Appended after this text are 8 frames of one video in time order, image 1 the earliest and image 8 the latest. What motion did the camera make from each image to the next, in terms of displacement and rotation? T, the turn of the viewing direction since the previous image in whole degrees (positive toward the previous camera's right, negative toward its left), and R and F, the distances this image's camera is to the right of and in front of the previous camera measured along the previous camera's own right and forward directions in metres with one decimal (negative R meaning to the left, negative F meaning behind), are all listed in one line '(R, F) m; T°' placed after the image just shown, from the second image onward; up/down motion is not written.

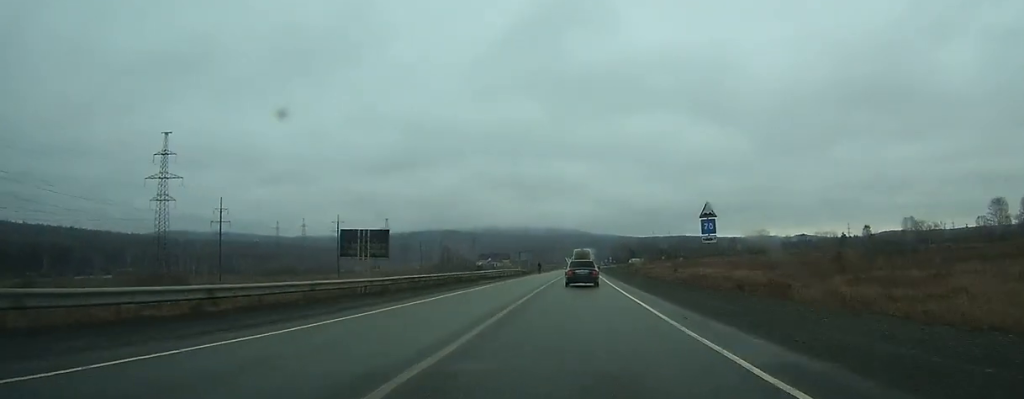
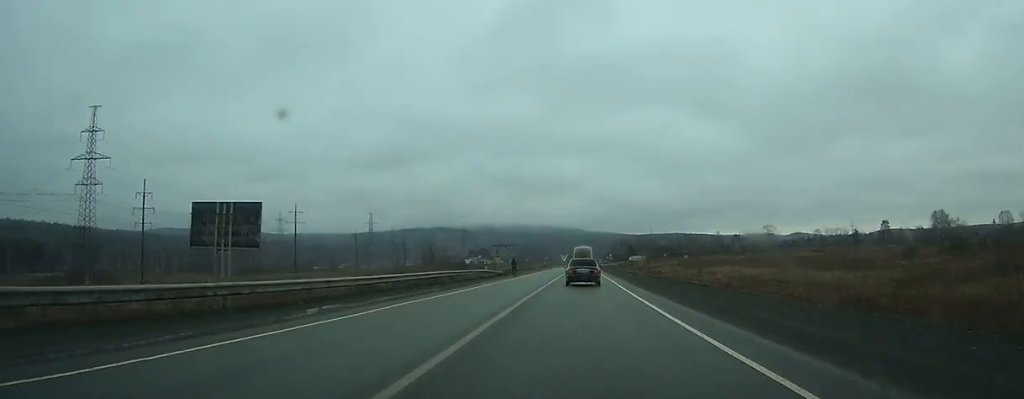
(0.0, +30.1) m; 0°
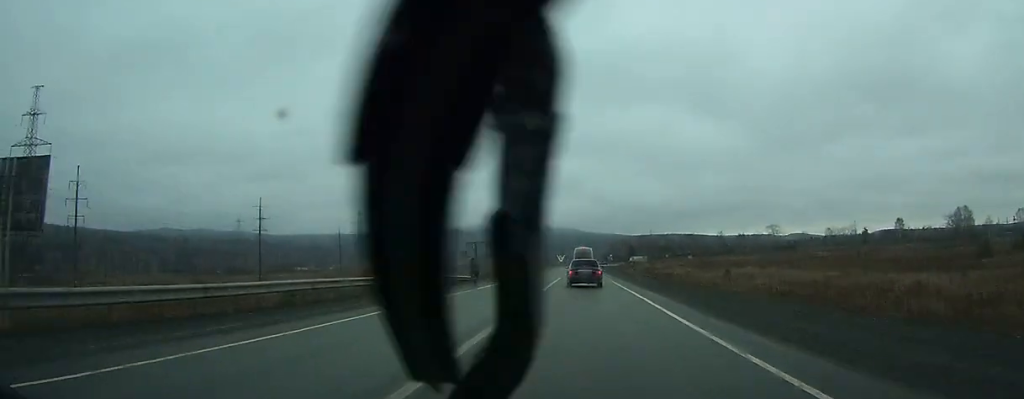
(0.0, +19.6) m; 0°
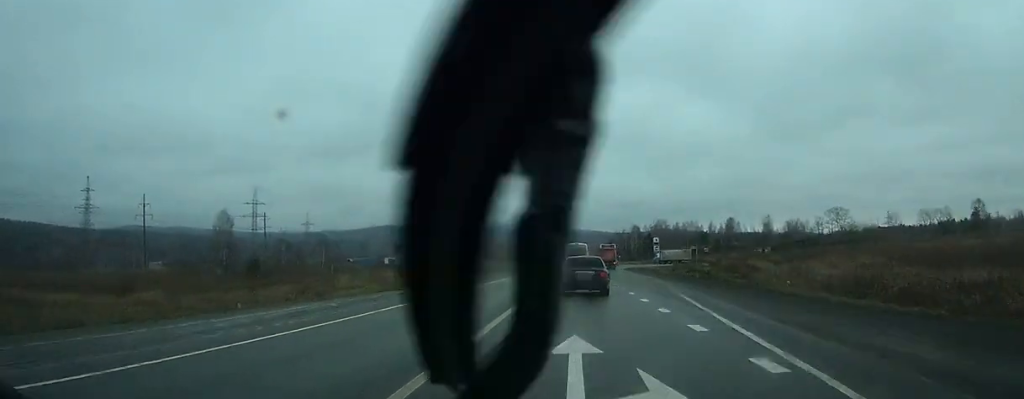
(+1.4, +139.4) m; +1°
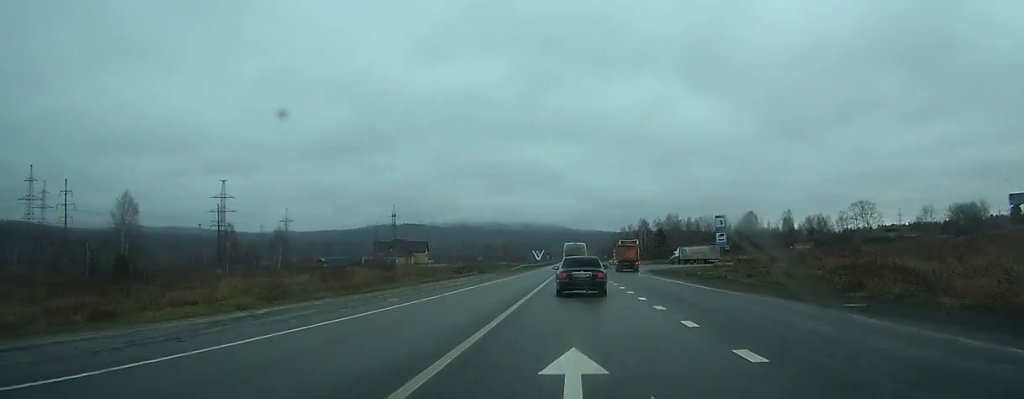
(0.0, +31.7) m; 0°
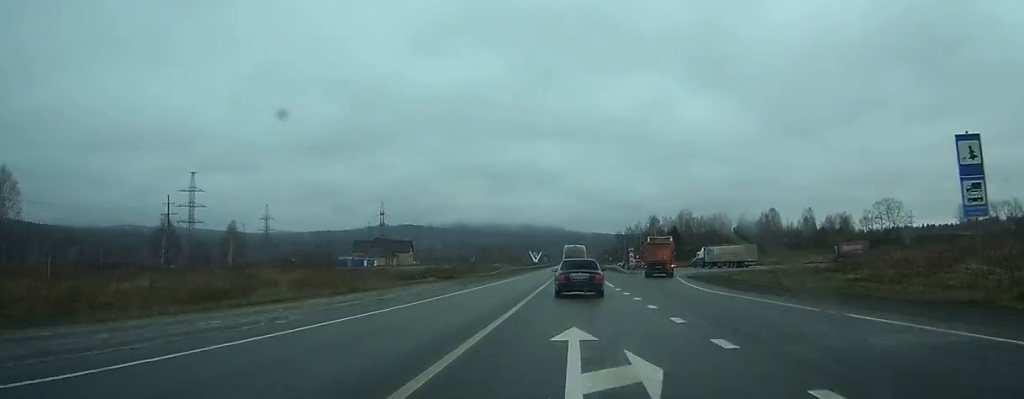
(+0.1, +27.0) m; 0°
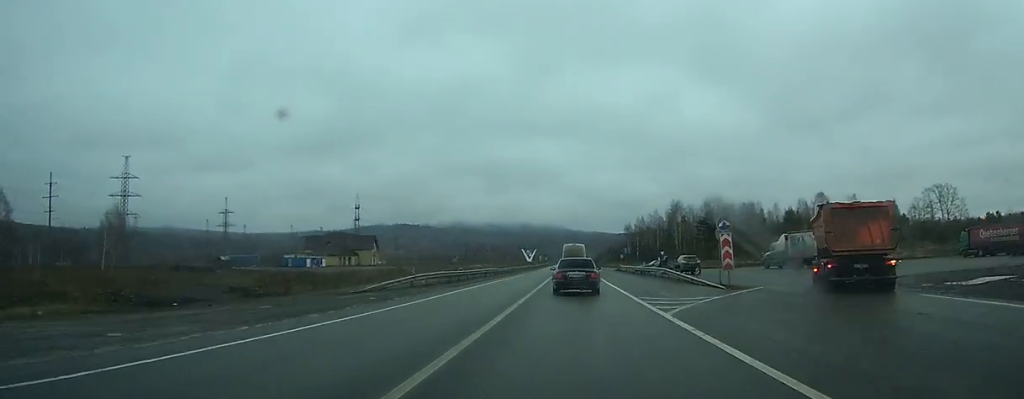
(+0.3, +45.1) m; 0°
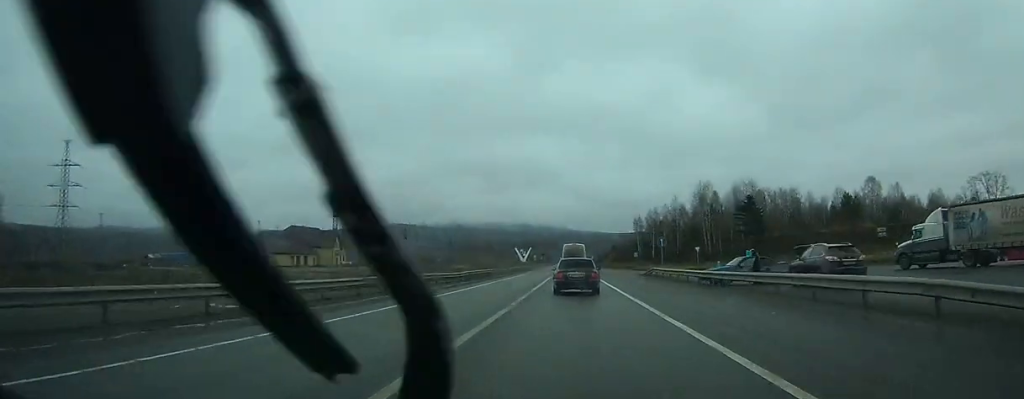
(-0.1, +31.7) m; 0°
